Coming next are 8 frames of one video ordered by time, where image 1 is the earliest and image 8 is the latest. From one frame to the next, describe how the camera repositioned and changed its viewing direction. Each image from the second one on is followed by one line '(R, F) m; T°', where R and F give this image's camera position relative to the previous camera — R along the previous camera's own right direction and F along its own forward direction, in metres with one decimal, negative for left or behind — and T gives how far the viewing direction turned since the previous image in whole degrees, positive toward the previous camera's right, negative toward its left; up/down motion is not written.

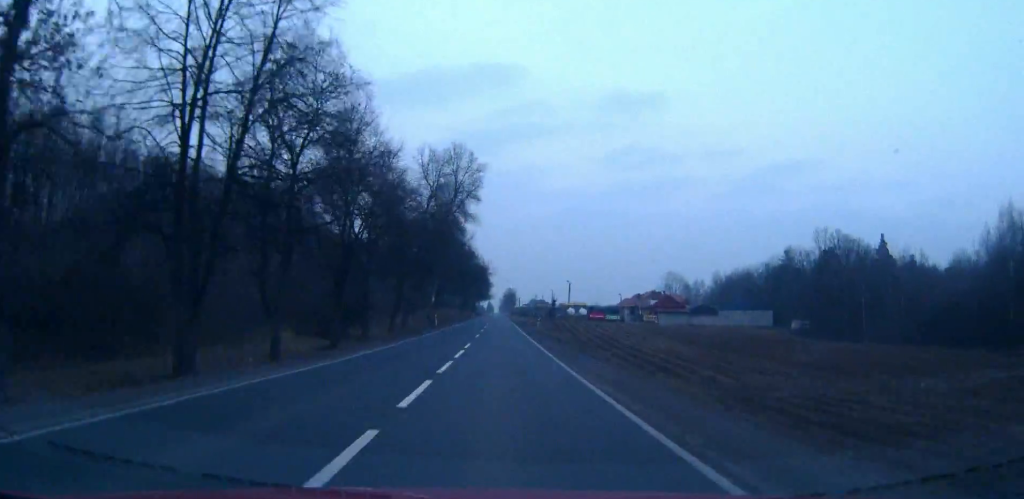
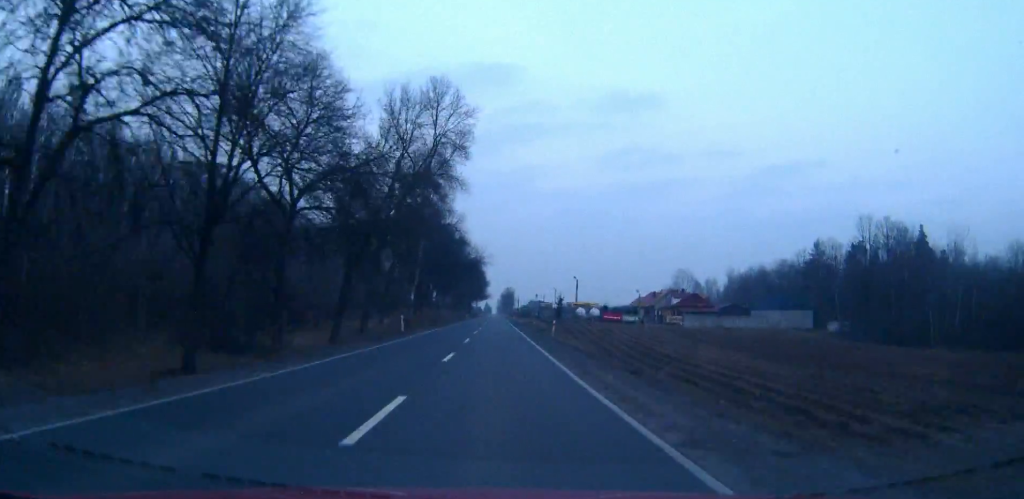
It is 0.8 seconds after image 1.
(0.0, +20.7) m; 0°
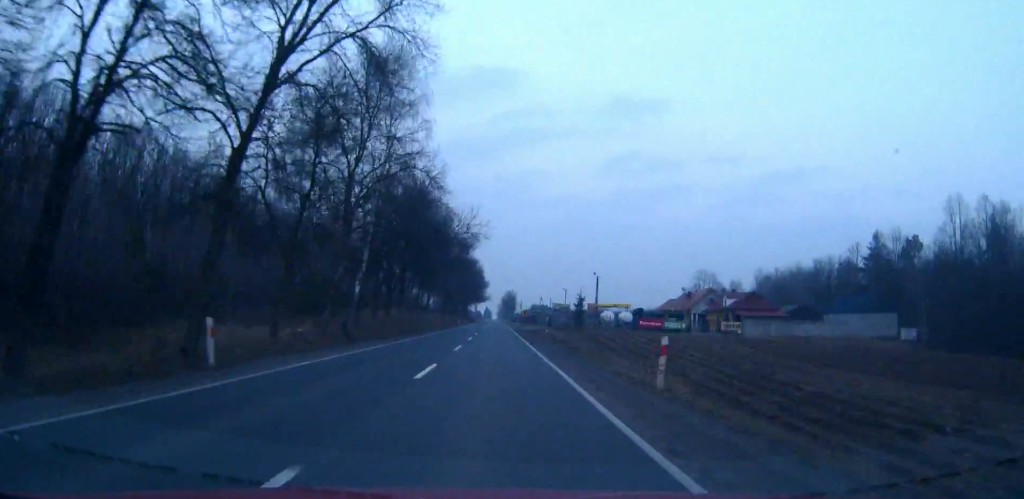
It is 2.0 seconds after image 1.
(0.0, +29.9) m; 0°
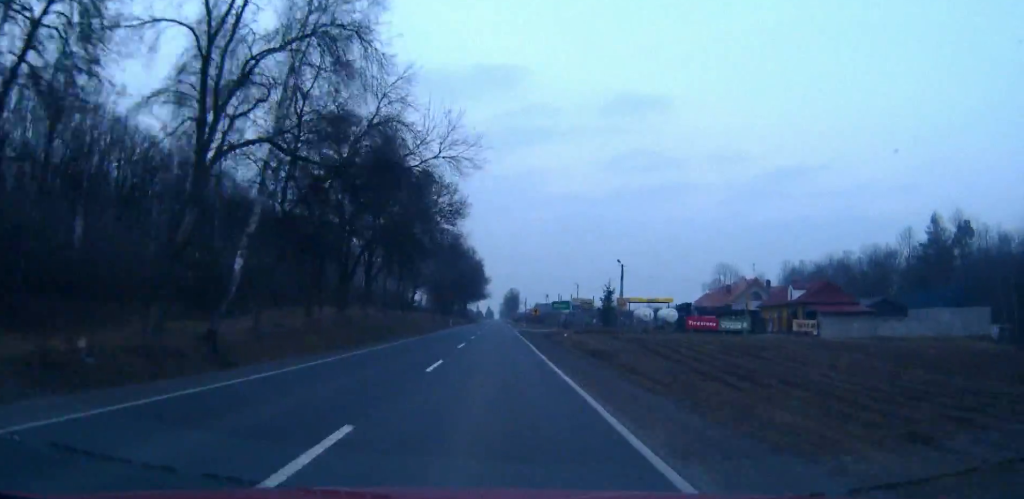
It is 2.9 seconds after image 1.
(0.0, +22.4) m; 0°
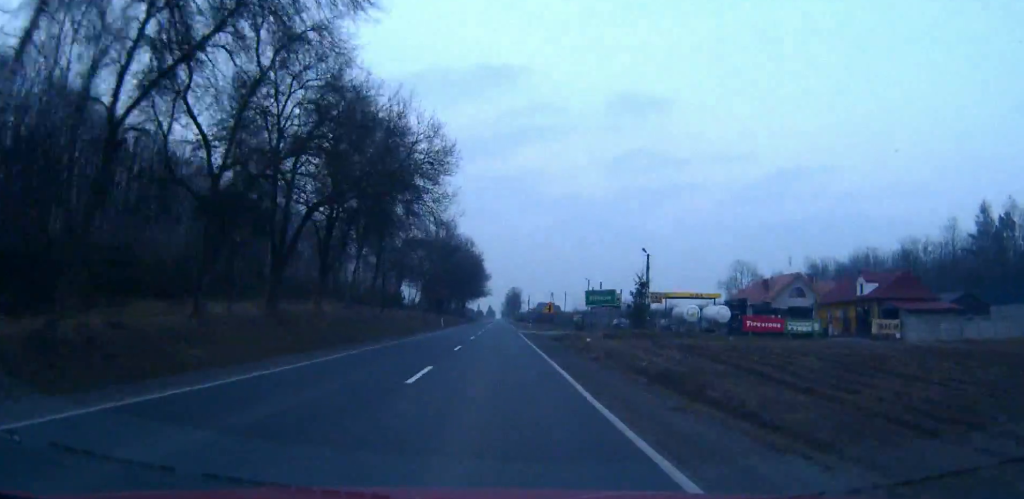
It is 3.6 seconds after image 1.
(0.0, +15.7) m; 0°
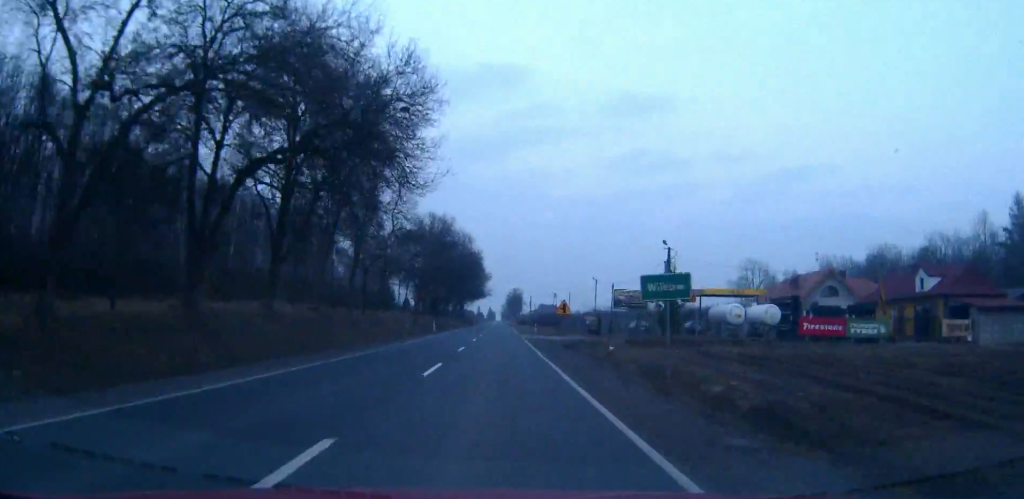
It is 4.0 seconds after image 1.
(0.0, +9.9) m; 0°
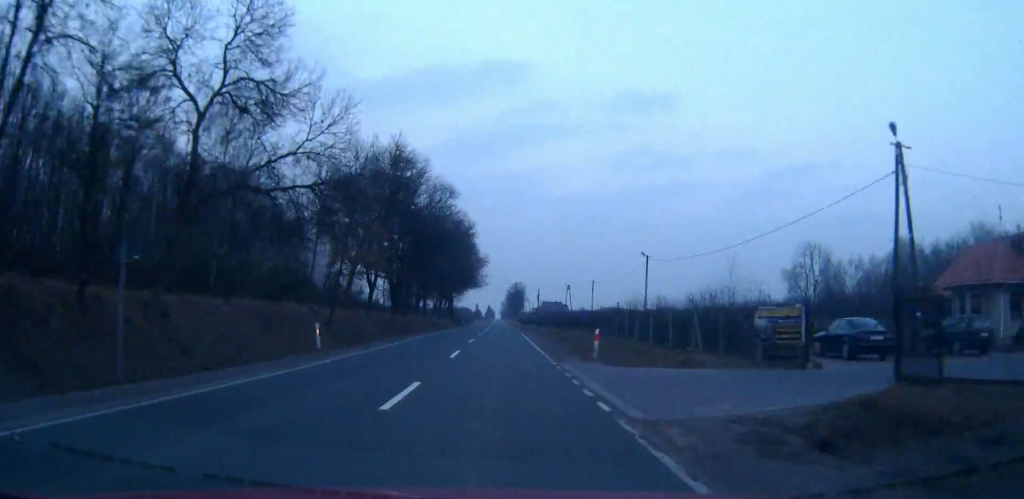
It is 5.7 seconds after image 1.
(-0.1, +42.5) m; 0°
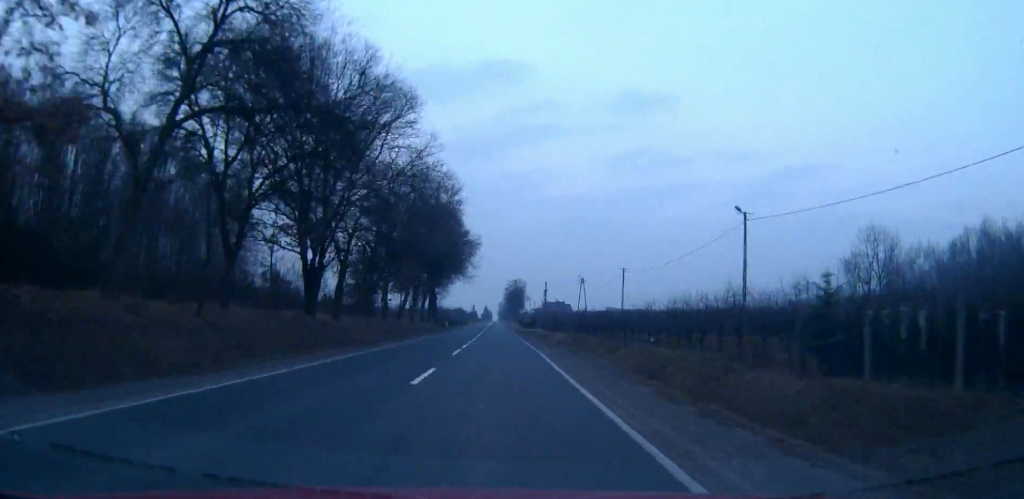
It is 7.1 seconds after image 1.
(+0.1, +33.1) m; 0°
